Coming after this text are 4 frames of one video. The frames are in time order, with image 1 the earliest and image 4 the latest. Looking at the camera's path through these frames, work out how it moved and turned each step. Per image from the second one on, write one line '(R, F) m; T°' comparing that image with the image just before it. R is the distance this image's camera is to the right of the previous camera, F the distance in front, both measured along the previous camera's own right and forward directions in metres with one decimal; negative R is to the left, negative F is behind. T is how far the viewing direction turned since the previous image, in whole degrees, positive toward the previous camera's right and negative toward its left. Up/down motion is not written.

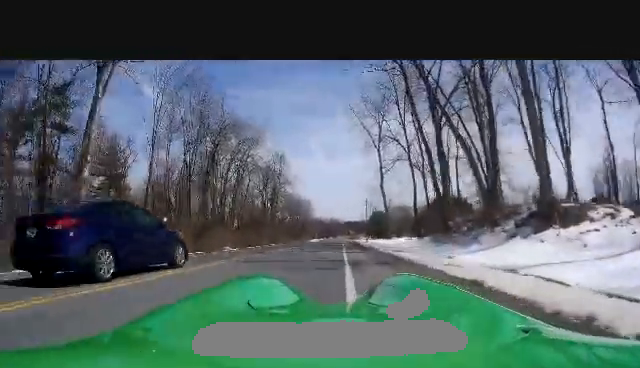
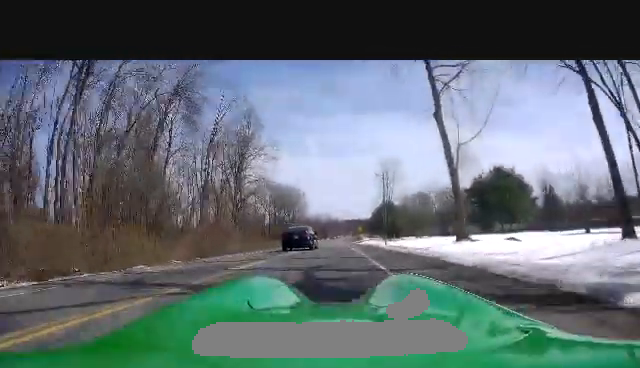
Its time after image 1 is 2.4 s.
(-0.4, +32.7) m; -1°
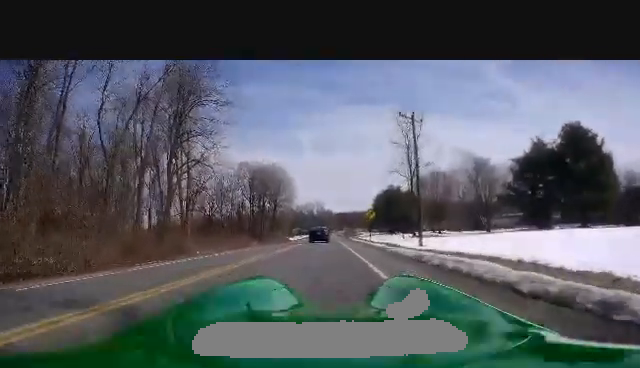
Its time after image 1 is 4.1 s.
(+0.2, +24.6) m; +1°
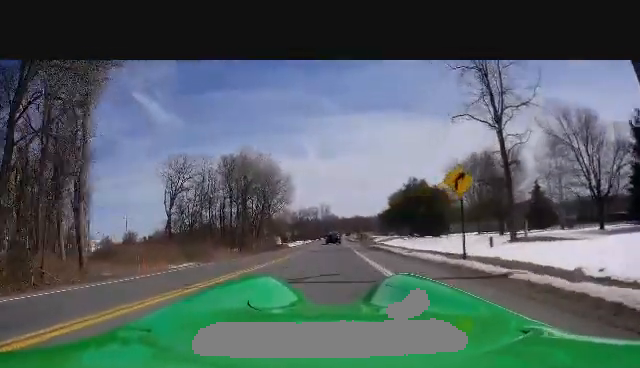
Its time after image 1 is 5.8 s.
(+0.6, +24.2) m; -2°
